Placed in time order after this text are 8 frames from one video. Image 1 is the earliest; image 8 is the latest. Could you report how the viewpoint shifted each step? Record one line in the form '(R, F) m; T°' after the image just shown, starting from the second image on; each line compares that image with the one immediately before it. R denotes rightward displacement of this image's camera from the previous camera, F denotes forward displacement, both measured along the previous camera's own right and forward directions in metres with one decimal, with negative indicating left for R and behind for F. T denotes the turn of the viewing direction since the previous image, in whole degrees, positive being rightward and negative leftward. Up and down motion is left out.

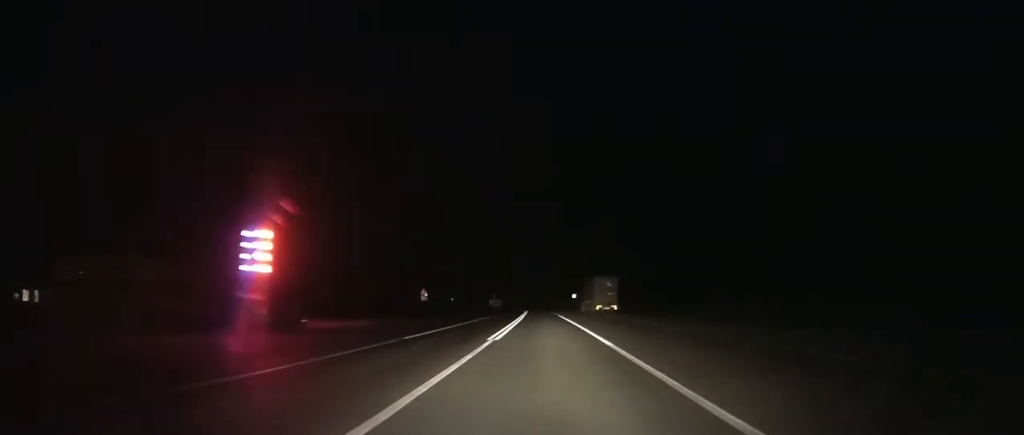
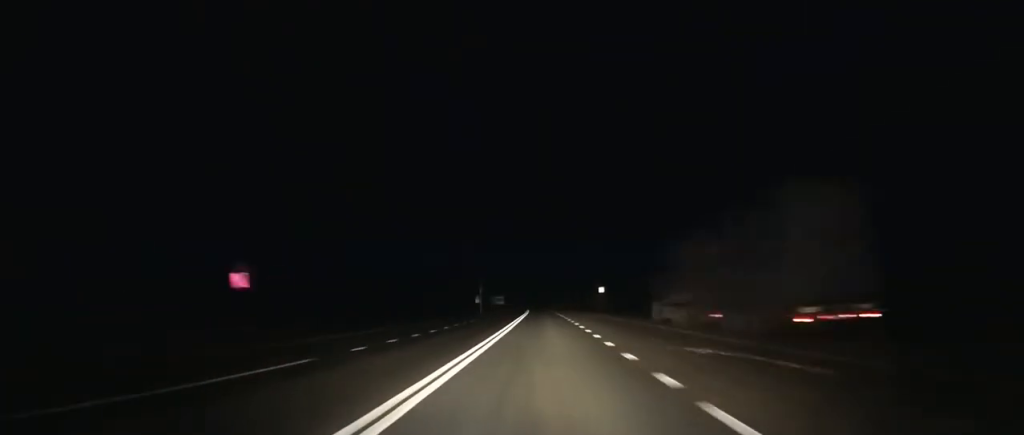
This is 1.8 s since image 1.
(-0.4, +49.5) m; -1°
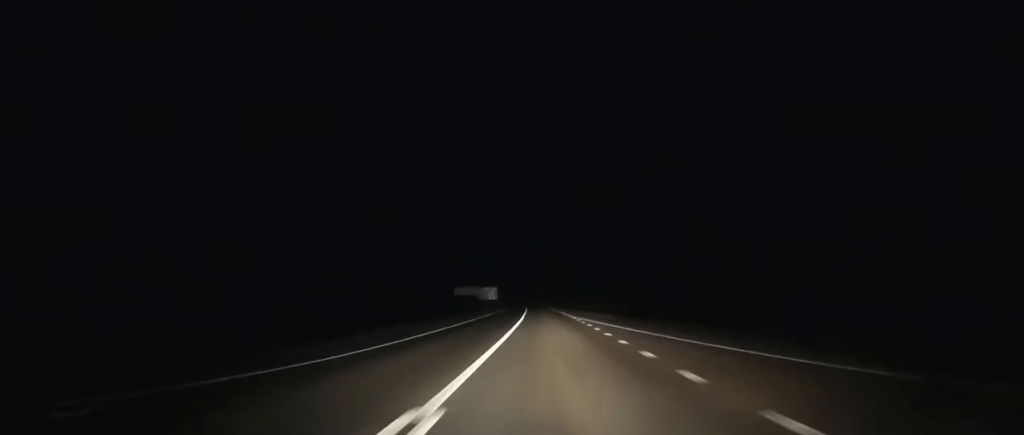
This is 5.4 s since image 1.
(-1.5, +102.7) m; -2°
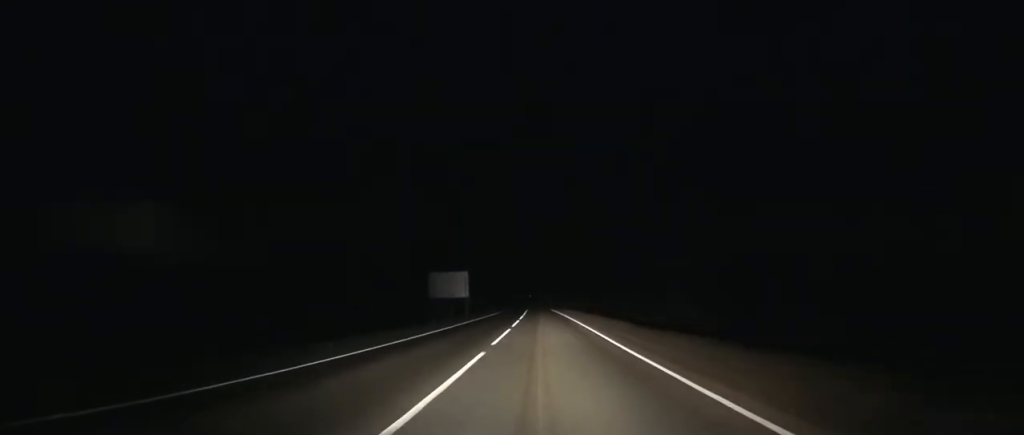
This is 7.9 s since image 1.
(-0.6, +71.7) m; -1°
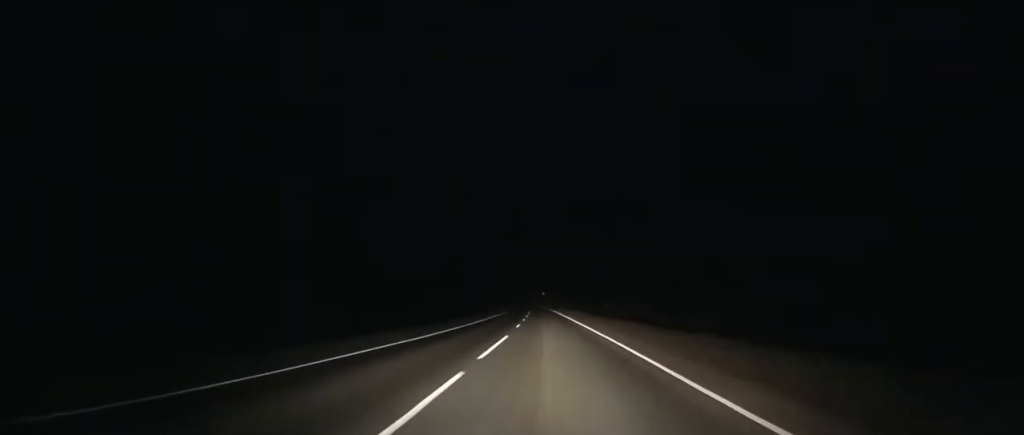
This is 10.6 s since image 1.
(-0.8, +77.7) m; -1°
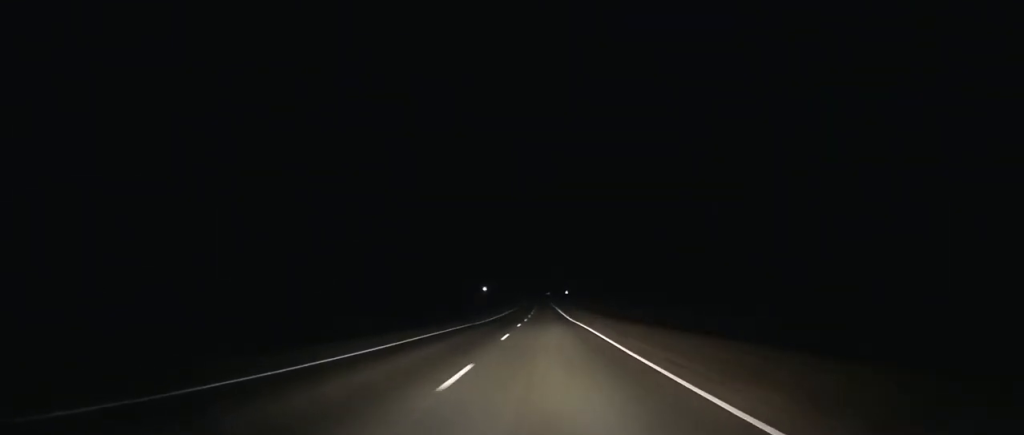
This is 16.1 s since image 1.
(-2.9, +162.3) m; -2°
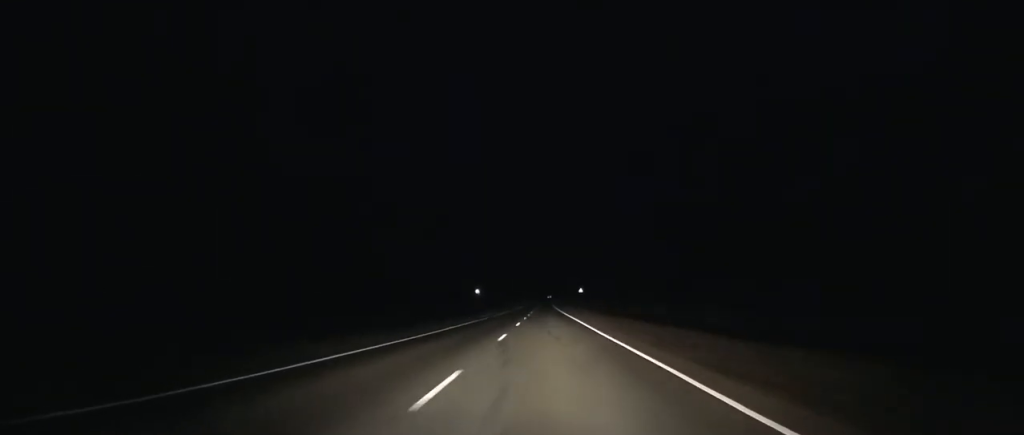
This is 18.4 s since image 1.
(-0.3, +73.7) m; 0°
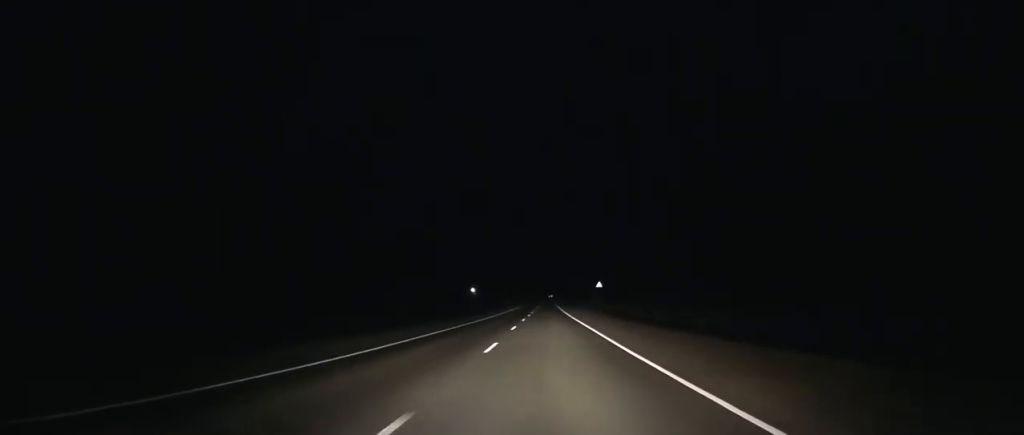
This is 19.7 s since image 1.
(+0.1, +41.8) m; 0°
